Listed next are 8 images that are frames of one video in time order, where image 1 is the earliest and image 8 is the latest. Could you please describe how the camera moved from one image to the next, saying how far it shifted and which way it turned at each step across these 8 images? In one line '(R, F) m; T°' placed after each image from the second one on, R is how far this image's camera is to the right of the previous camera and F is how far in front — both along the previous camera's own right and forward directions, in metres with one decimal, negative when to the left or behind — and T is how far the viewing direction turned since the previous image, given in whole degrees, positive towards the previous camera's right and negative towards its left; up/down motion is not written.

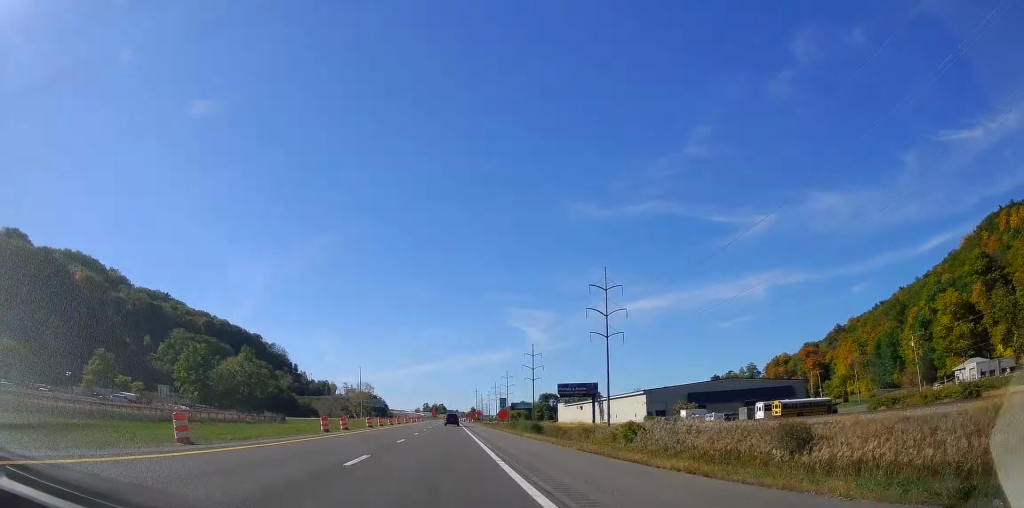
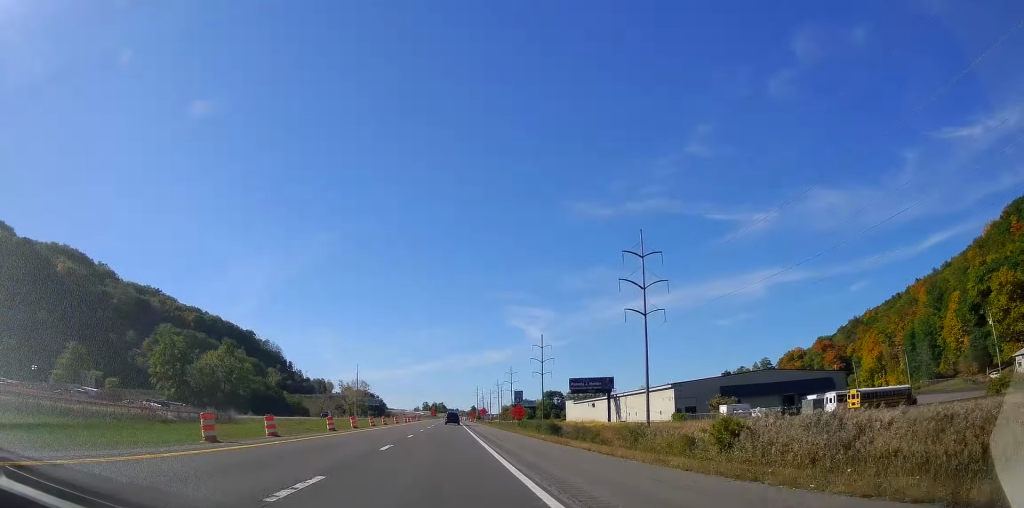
(-0.1, +18.2) m; 0°
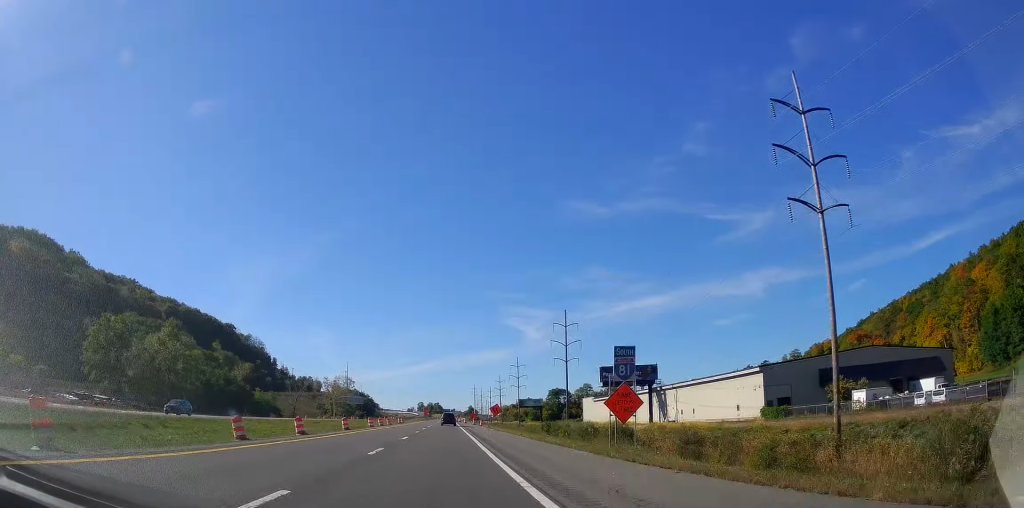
(-0.1, +38.5) m; 0°
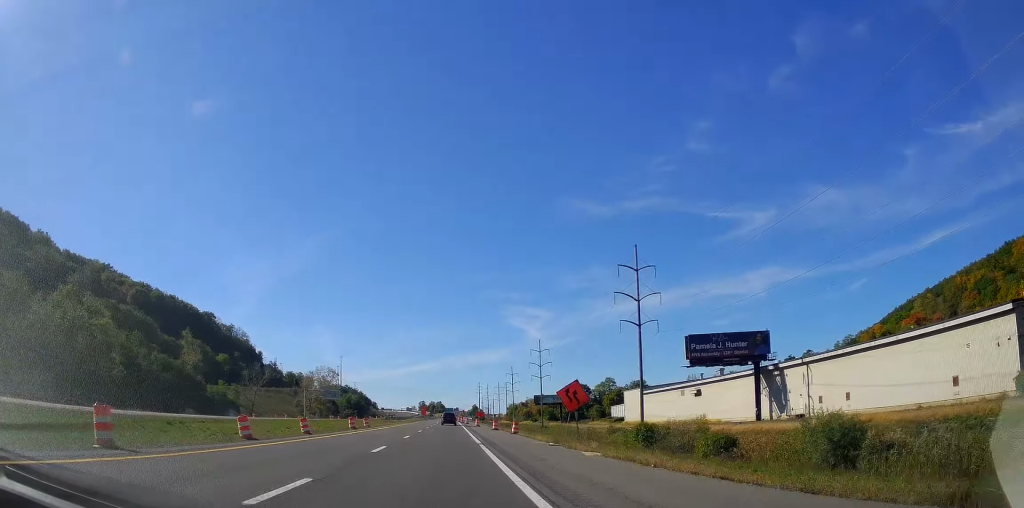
(-0.2, +47.1) m; -1°
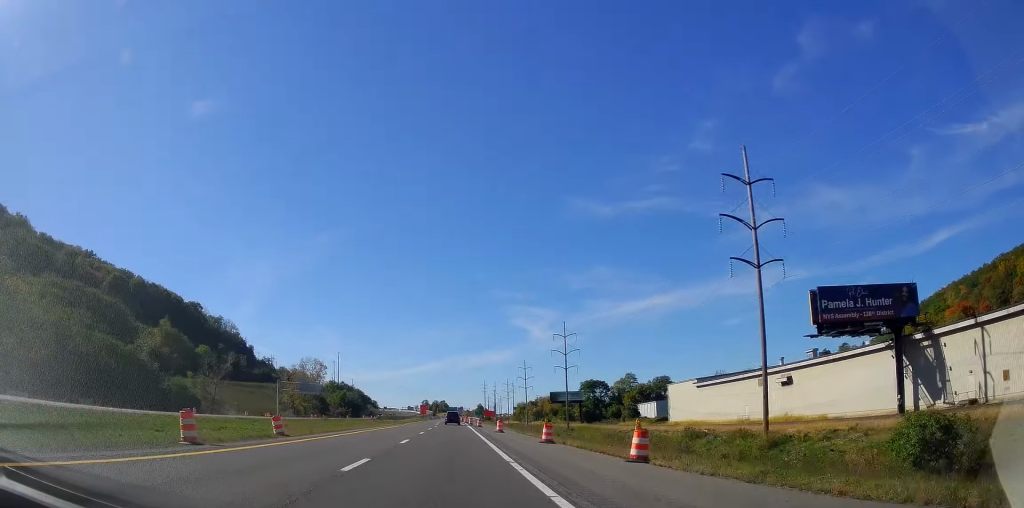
(-0.4, +30.7) m; -1°
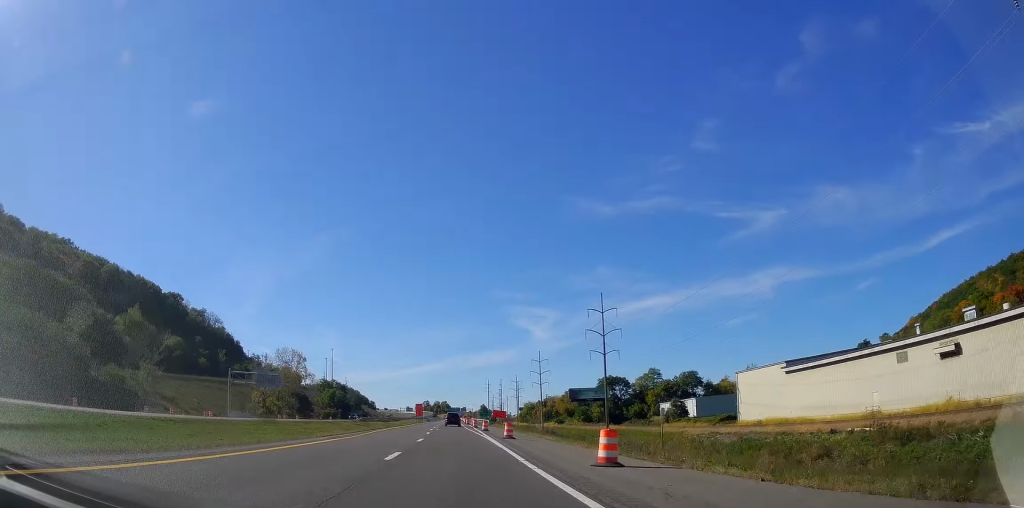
(+0.1, +32.8) m; +1°
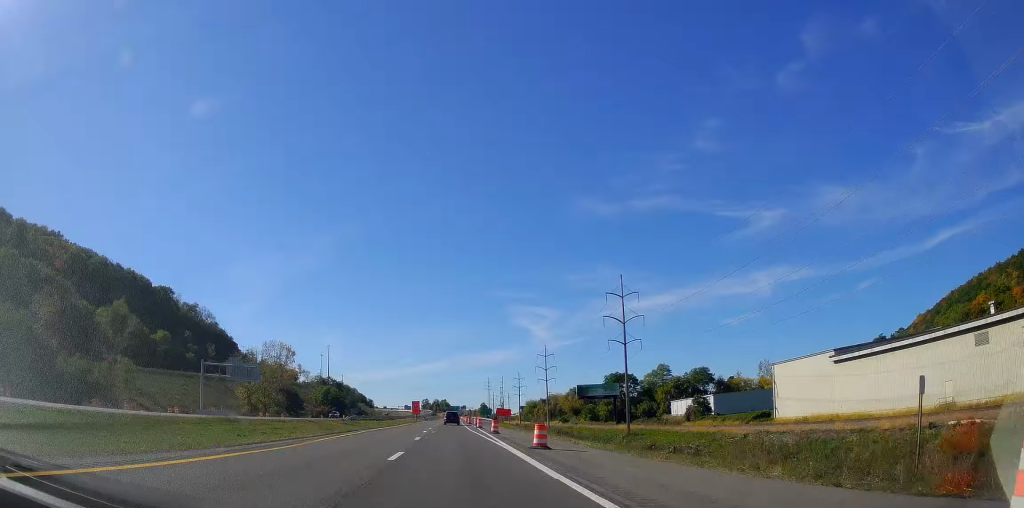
(+0.3, +12.6) m; 0°
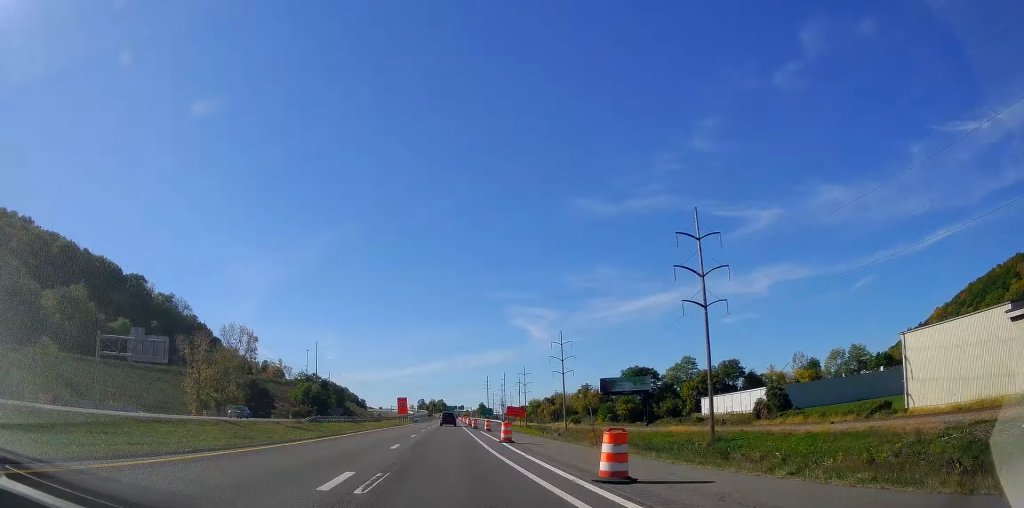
(-0.5, +31.0) m; 0°
